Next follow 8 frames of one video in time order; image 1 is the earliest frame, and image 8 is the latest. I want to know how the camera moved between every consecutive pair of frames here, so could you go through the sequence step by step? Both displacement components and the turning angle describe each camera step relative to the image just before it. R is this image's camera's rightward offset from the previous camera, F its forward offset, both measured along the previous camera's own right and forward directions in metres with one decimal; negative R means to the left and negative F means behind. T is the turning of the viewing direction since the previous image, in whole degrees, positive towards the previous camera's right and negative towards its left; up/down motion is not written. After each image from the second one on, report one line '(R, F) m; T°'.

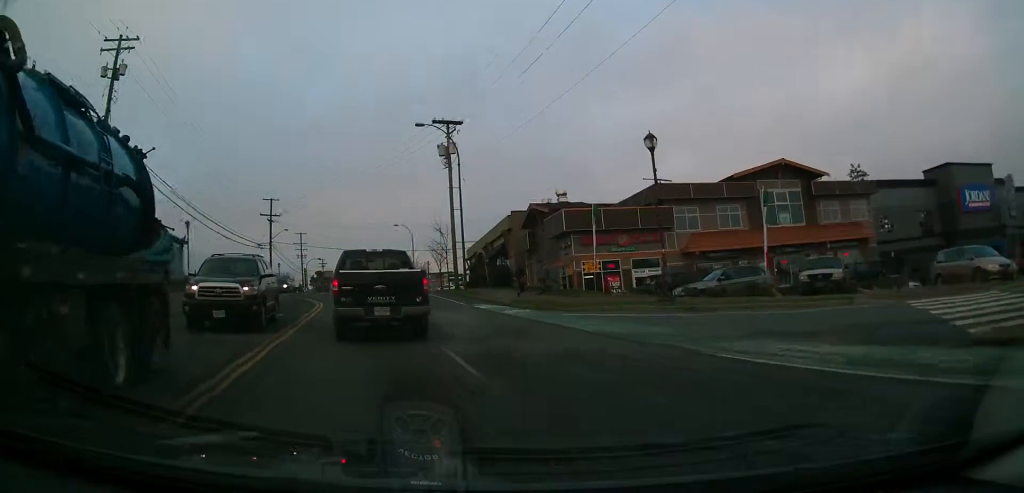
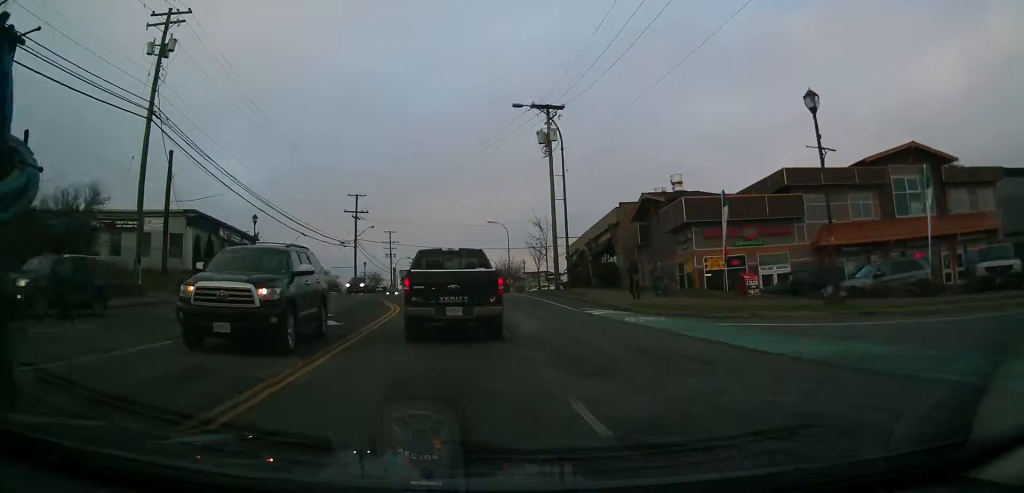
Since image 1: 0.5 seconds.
(-0.3, +4.7) m; -5°
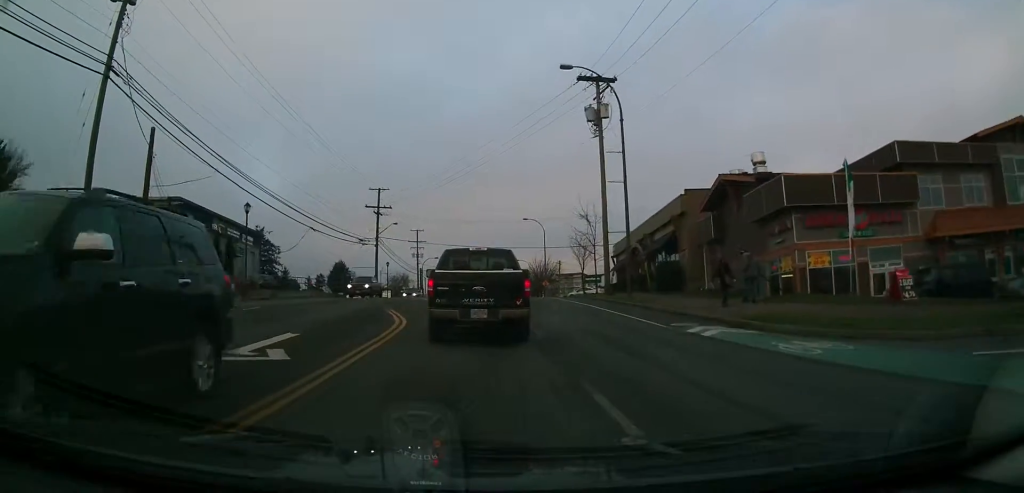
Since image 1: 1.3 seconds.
(0.0, +7.5) m; -4°
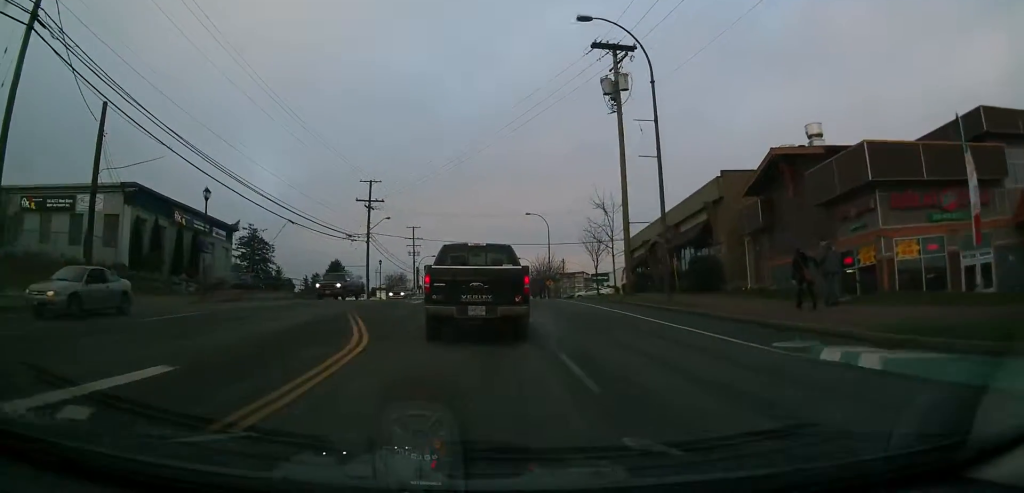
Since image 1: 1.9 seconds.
(-0.4, +6.3) m; -3°
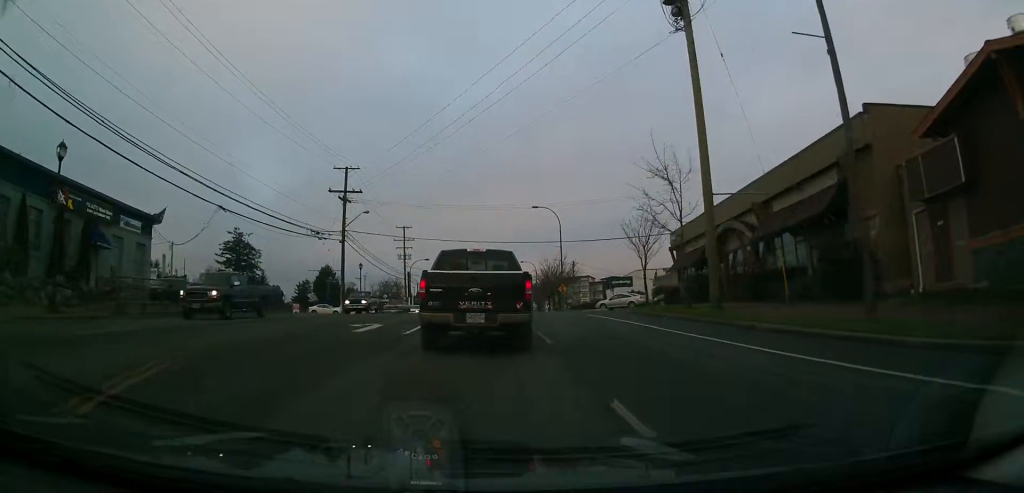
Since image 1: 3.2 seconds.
(-0.3, +13.2) m; 0°
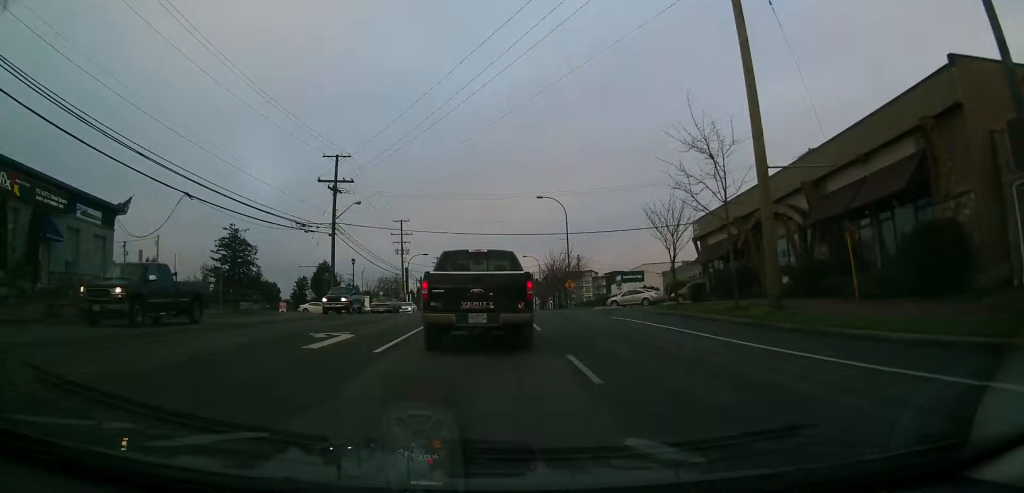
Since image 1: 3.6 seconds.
(+0.1, +4.5) m; +1°
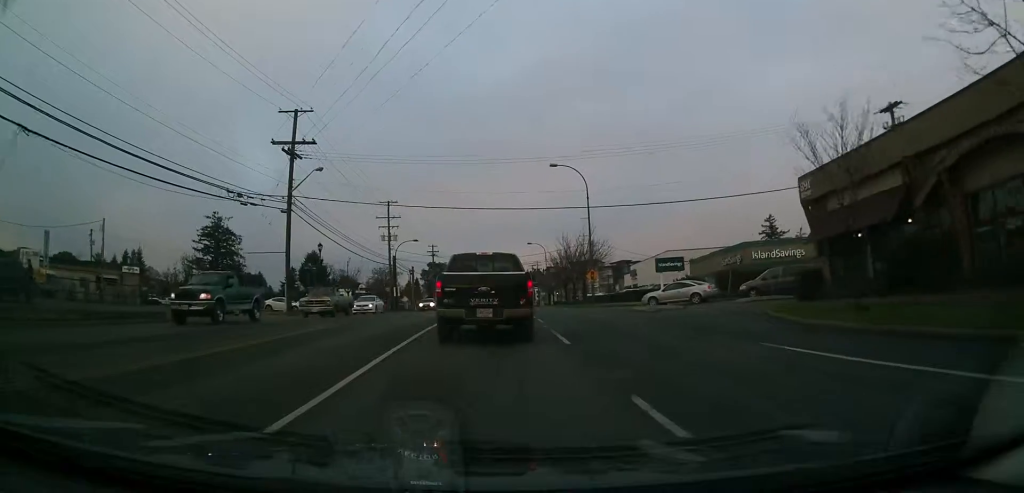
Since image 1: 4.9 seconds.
(+0.2, +13.4) m; 0°
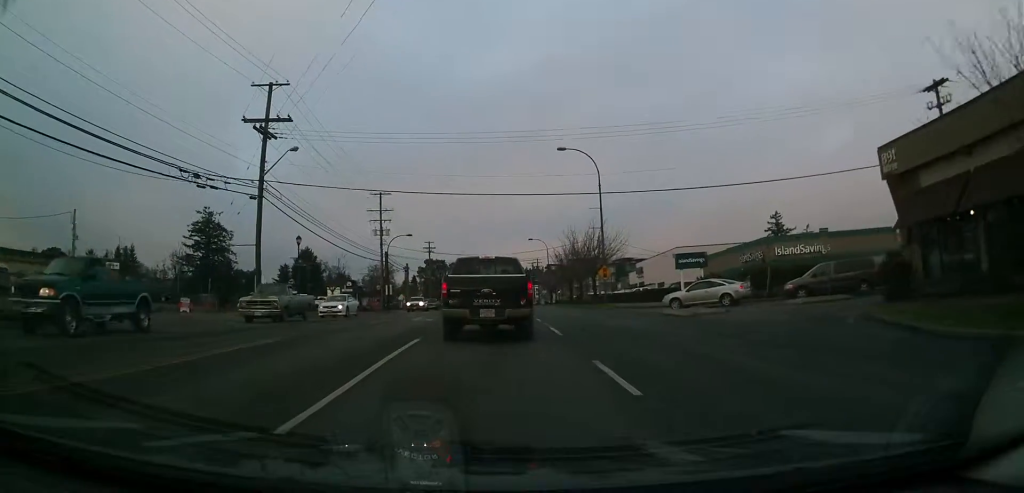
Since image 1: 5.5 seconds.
(0.0, +5.7) m; 0°
